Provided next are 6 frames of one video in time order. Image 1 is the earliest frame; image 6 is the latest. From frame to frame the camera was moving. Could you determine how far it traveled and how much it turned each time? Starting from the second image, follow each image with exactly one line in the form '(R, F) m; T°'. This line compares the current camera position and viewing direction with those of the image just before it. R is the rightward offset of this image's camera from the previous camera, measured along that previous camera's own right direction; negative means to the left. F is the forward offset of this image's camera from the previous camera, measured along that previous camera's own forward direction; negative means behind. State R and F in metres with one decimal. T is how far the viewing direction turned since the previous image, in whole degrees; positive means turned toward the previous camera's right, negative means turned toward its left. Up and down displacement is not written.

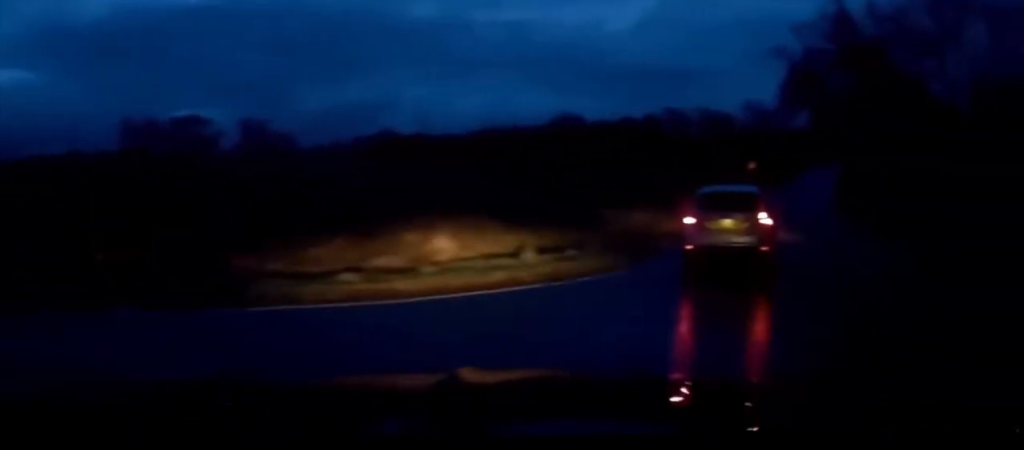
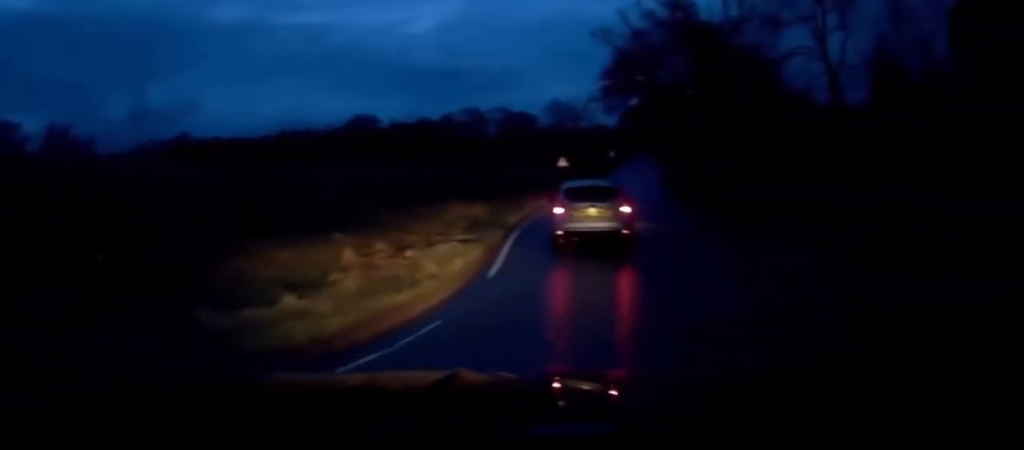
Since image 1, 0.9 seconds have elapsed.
(+1.3, +5.0) m; +27°
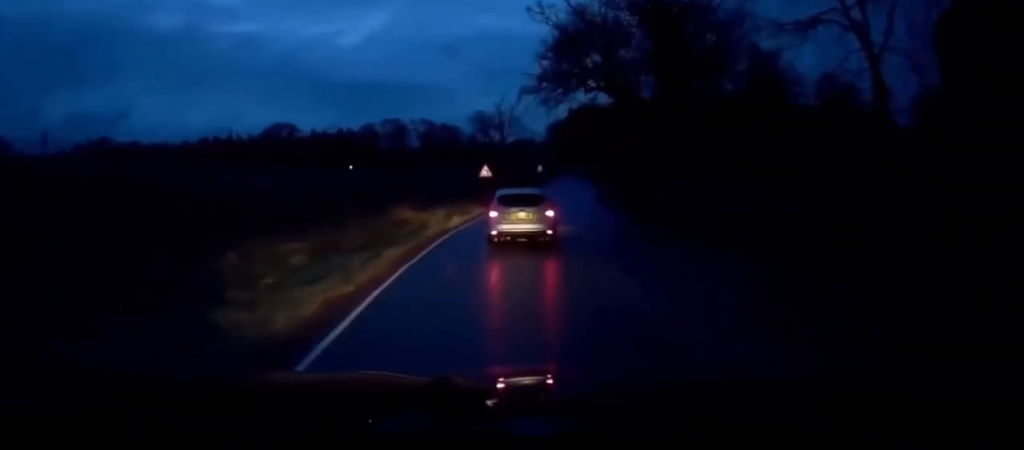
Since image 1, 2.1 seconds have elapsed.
(+2.3, +7.7) m; +22°
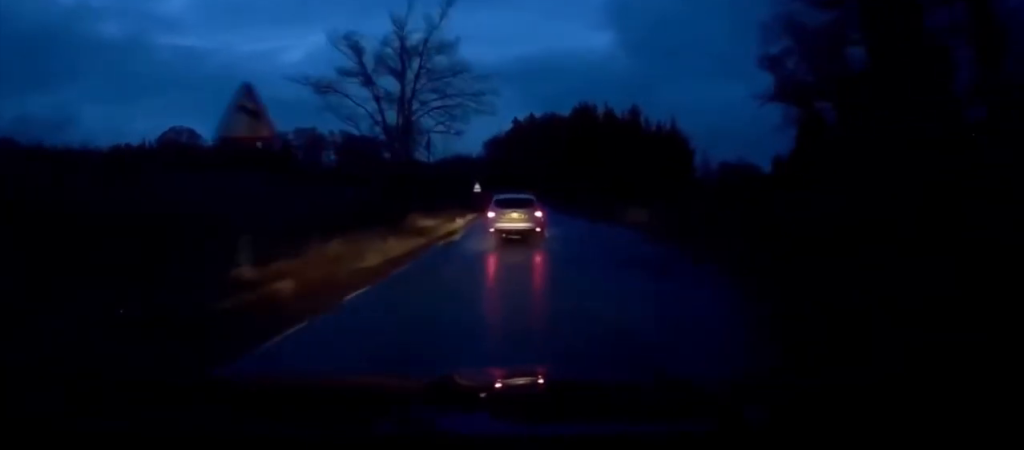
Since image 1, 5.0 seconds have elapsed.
(+3.0, +34.5) m; +6°
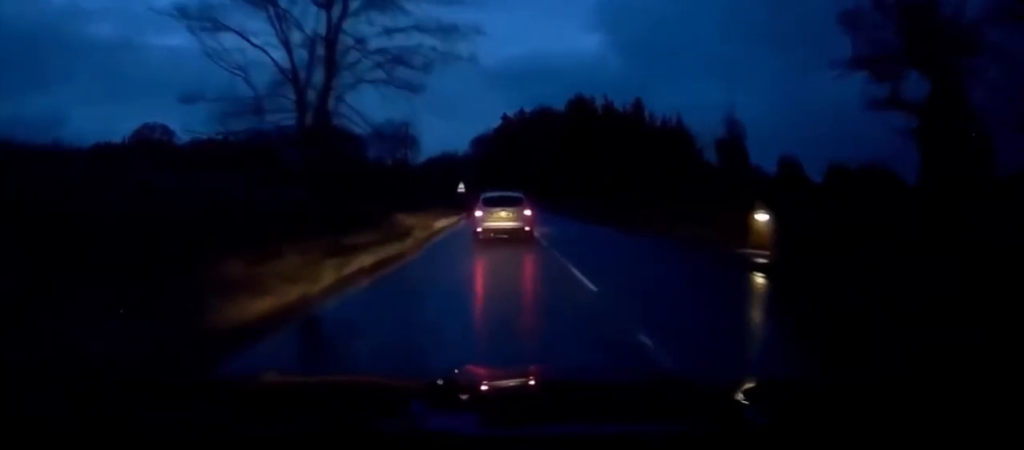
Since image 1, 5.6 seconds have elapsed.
(0.0, +11.1) m; 0°
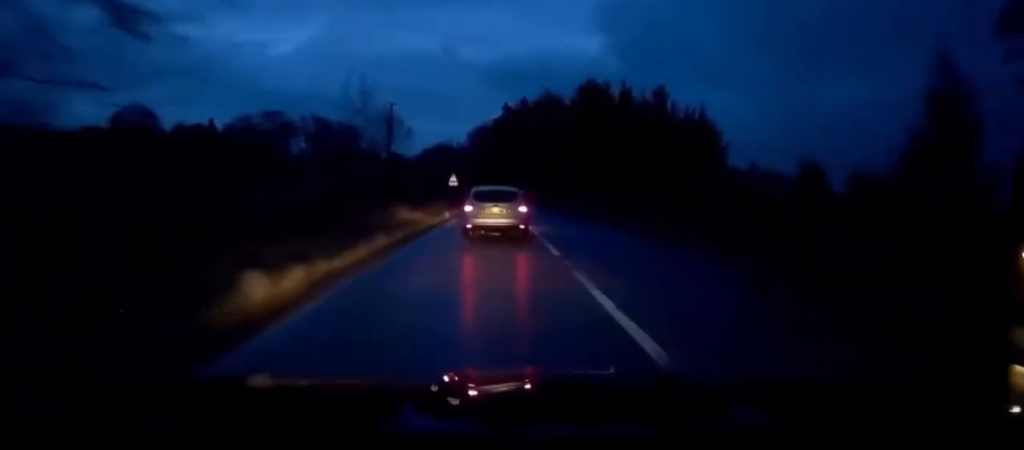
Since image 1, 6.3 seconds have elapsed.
(0.0, +11.7) m; 0°
